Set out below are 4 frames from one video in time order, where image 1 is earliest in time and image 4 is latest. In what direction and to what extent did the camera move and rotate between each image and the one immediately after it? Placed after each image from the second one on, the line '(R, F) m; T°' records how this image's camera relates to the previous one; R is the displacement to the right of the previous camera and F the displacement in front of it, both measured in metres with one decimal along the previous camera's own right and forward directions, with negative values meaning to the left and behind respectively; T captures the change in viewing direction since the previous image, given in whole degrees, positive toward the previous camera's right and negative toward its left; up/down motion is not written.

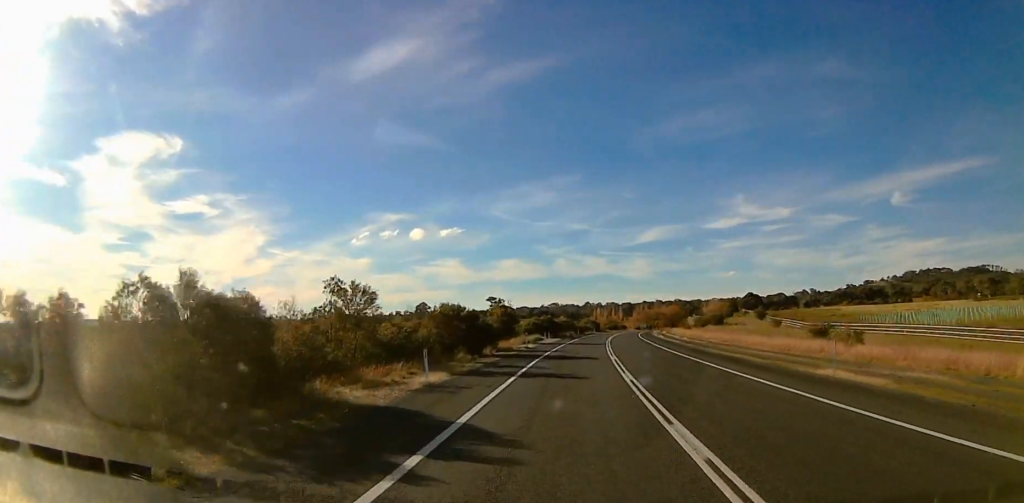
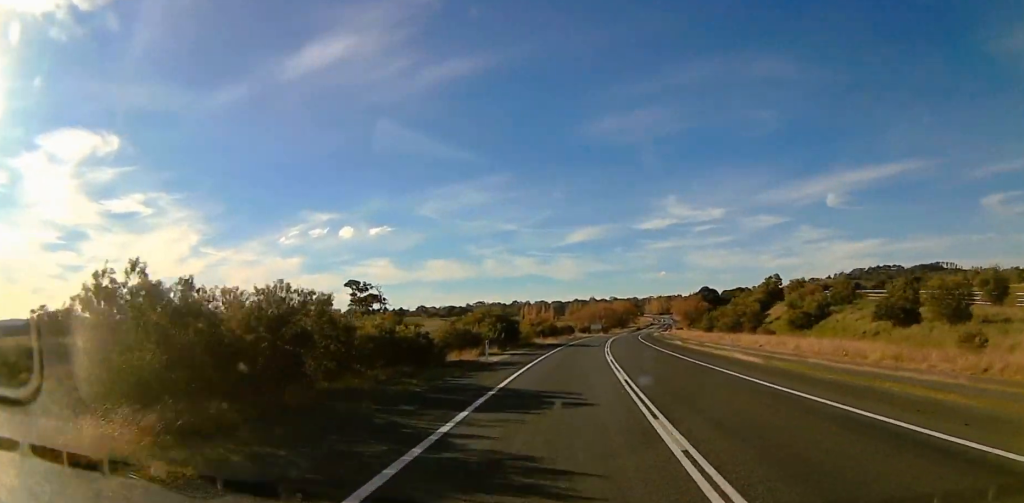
(+9.8, +107.9) m; +6°
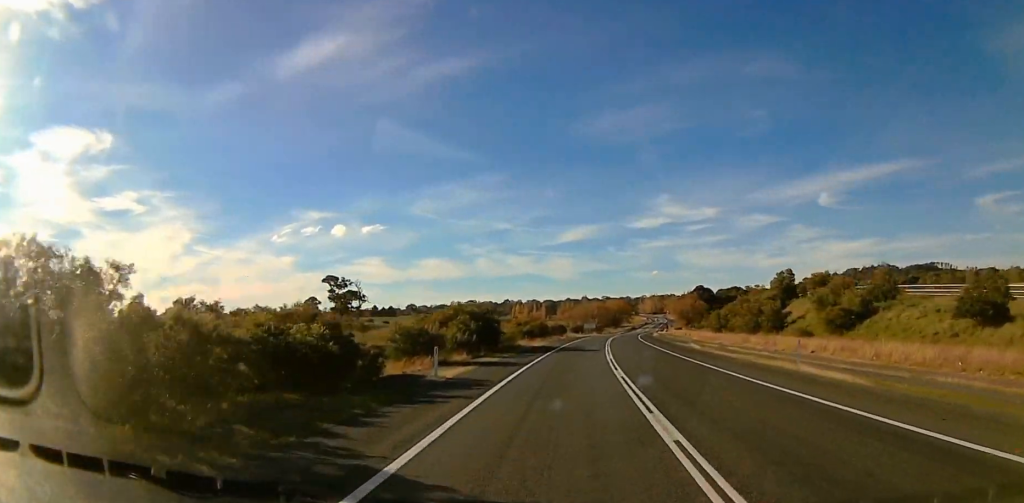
(0.0, +10.5) m; 0°
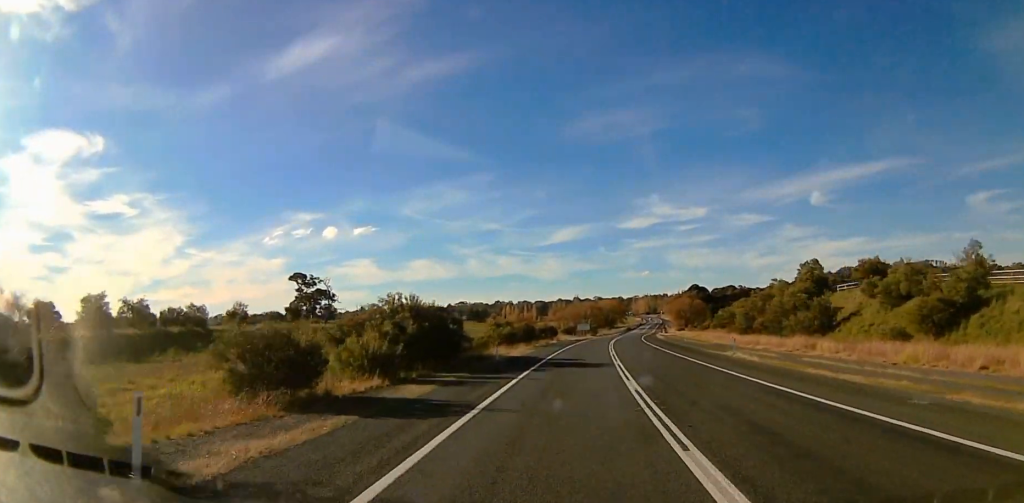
(0.0, +14.7) m; 0°
